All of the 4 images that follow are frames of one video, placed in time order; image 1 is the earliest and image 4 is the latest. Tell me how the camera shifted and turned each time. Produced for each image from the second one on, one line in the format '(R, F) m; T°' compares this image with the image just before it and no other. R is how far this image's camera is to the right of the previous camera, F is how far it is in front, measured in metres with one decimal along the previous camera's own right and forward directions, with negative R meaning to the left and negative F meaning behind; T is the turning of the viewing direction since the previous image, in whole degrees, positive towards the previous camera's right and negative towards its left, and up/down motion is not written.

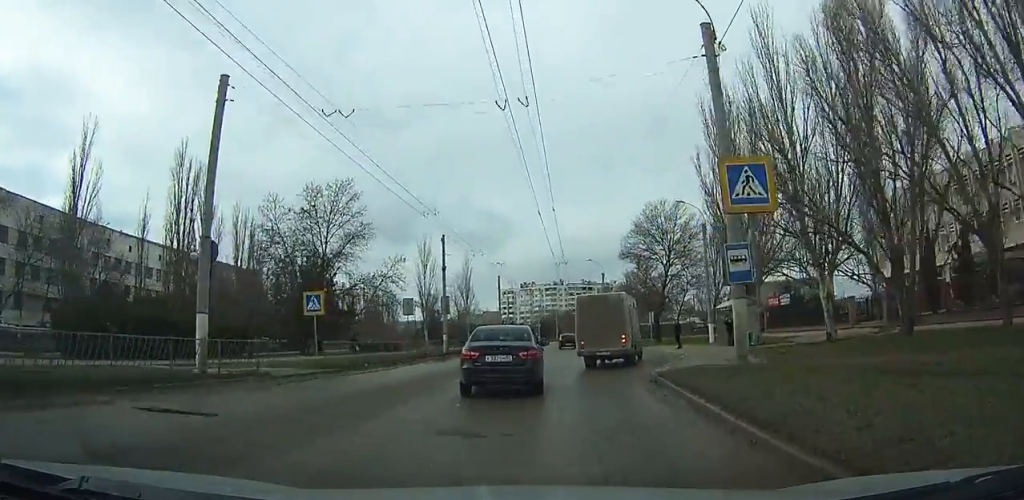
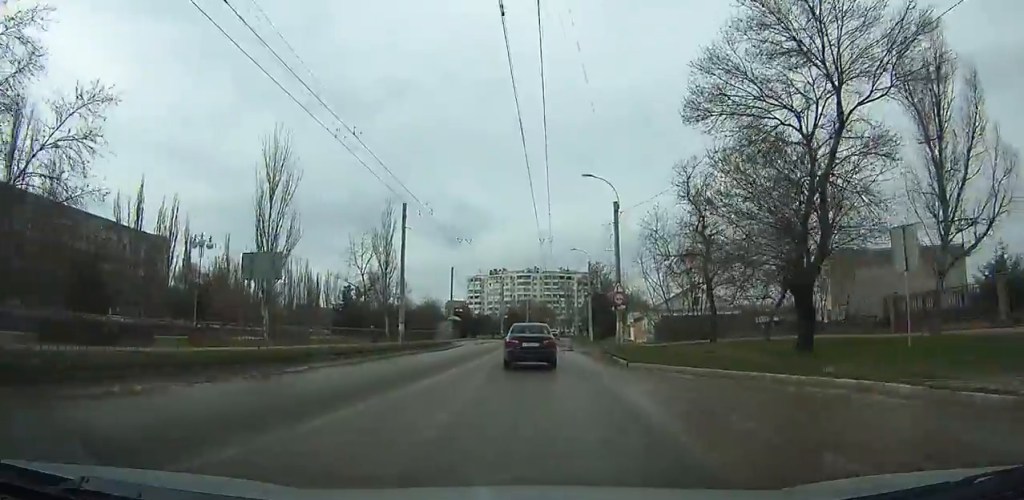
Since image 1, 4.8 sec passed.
(+0.2, +41.3) m; +1°
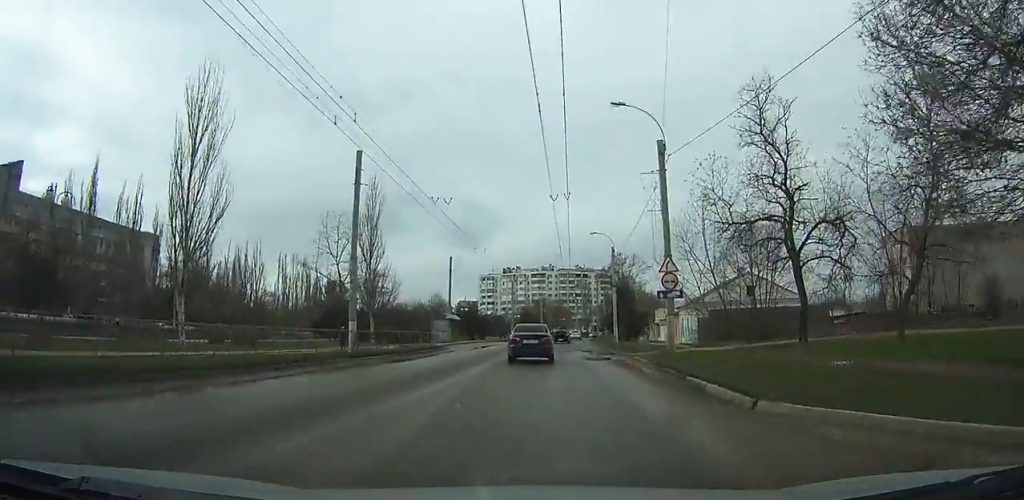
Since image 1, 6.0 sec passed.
(-0.2, +12.4) m; 0°
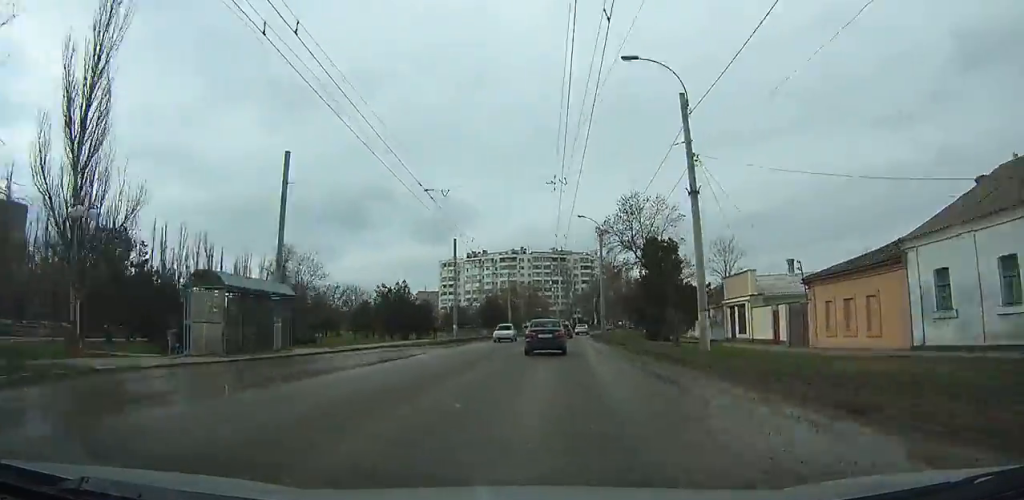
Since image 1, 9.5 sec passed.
(+0.3, +37.7) m; +3°
